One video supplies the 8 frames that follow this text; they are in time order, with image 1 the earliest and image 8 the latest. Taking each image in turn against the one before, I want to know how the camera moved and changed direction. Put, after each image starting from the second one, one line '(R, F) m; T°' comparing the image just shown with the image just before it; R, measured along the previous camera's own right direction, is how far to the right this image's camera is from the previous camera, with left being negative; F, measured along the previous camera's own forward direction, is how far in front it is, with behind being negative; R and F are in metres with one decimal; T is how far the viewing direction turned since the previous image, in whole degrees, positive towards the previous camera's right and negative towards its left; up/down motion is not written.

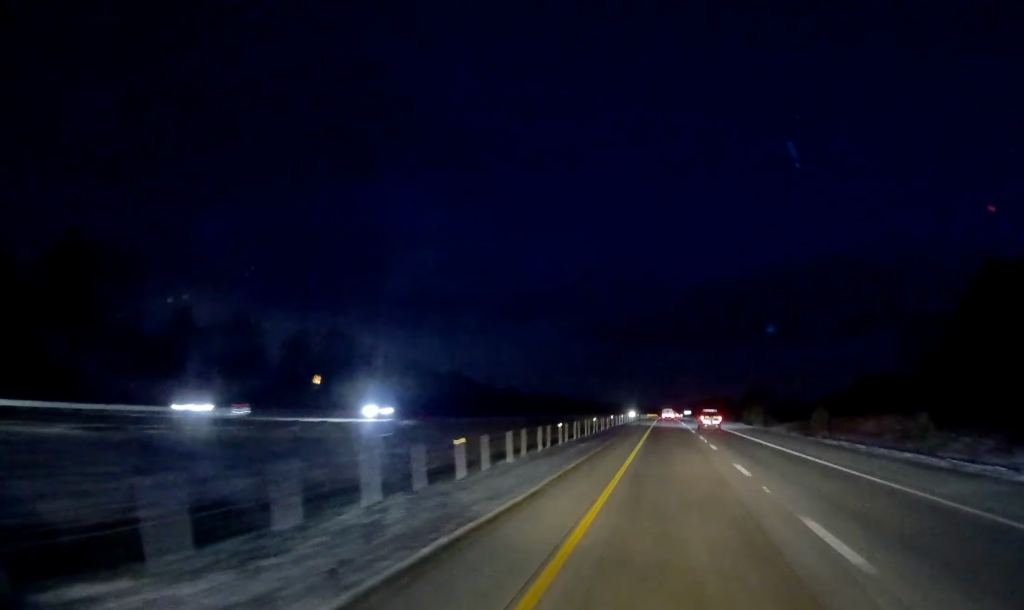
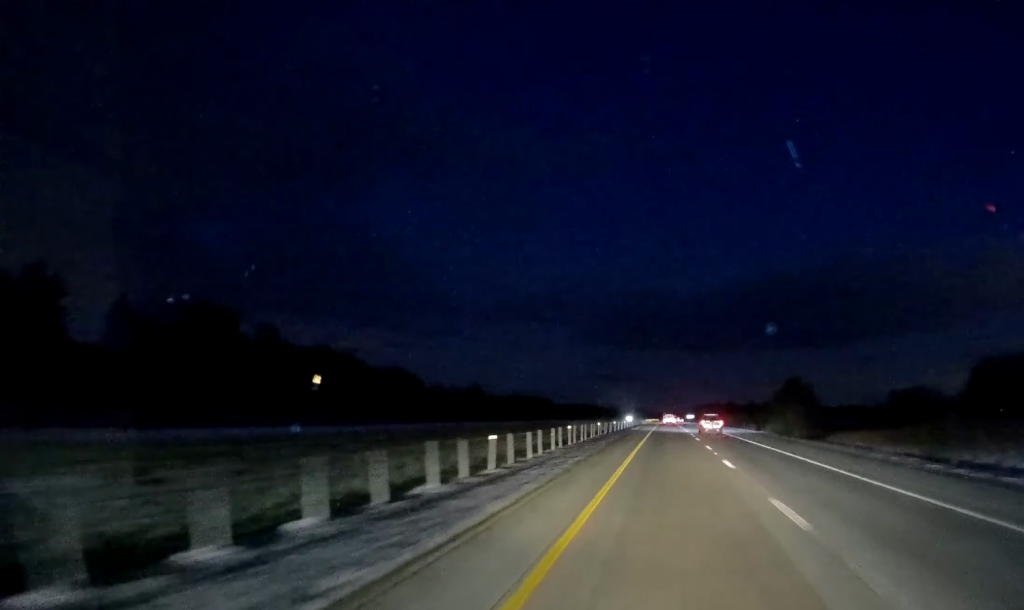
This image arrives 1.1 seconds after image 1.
(0.0, +32.4) m; 0°
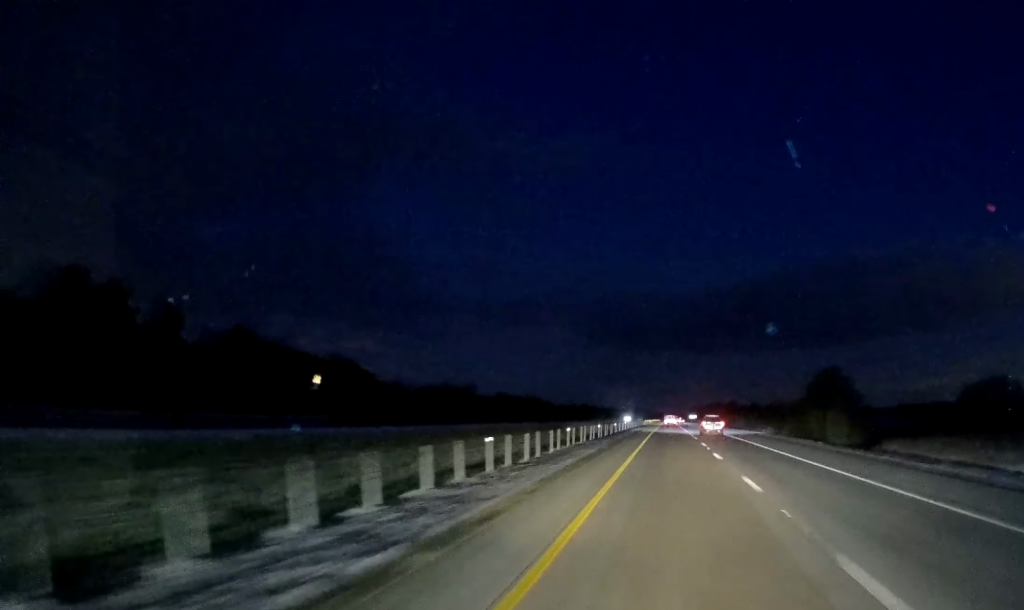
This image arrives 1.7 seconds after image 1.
(0.0, +18.7) m; 0°
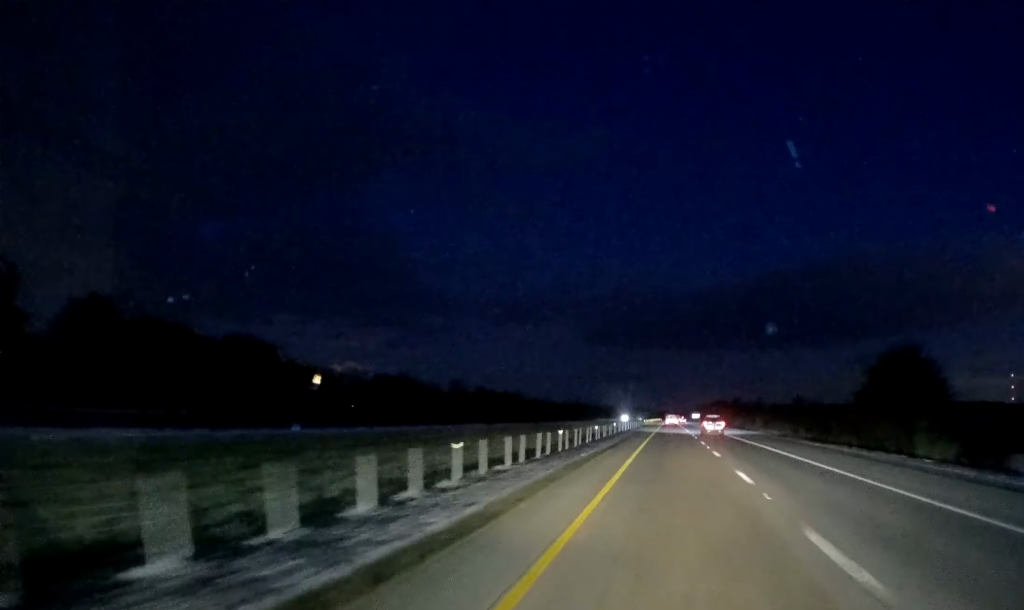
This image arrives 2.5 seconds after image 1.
(0.0, +21.8) m; 0°
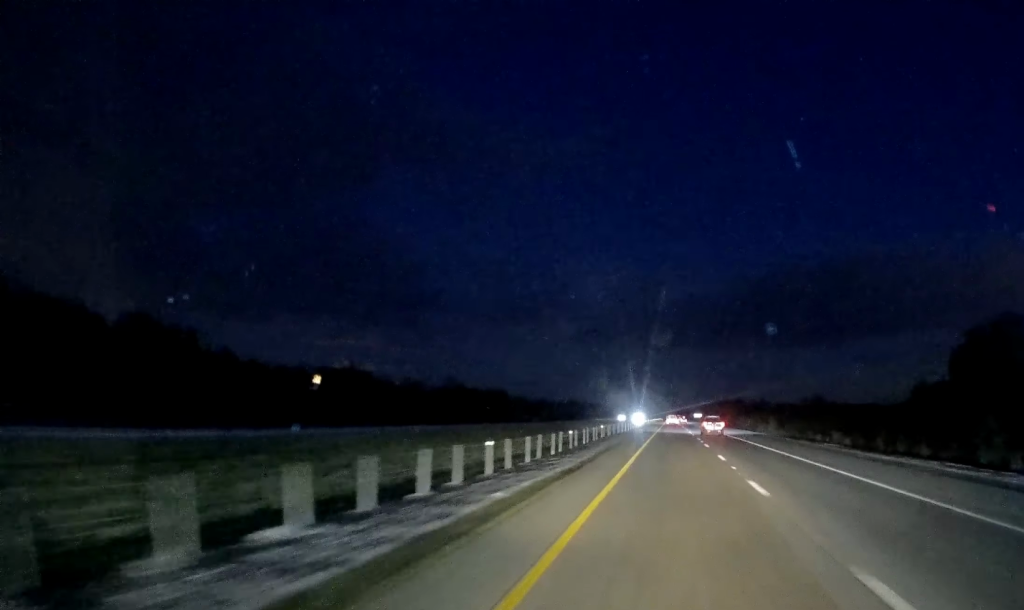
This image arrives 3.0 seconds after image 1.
(0.0, +14.9) m; -1°
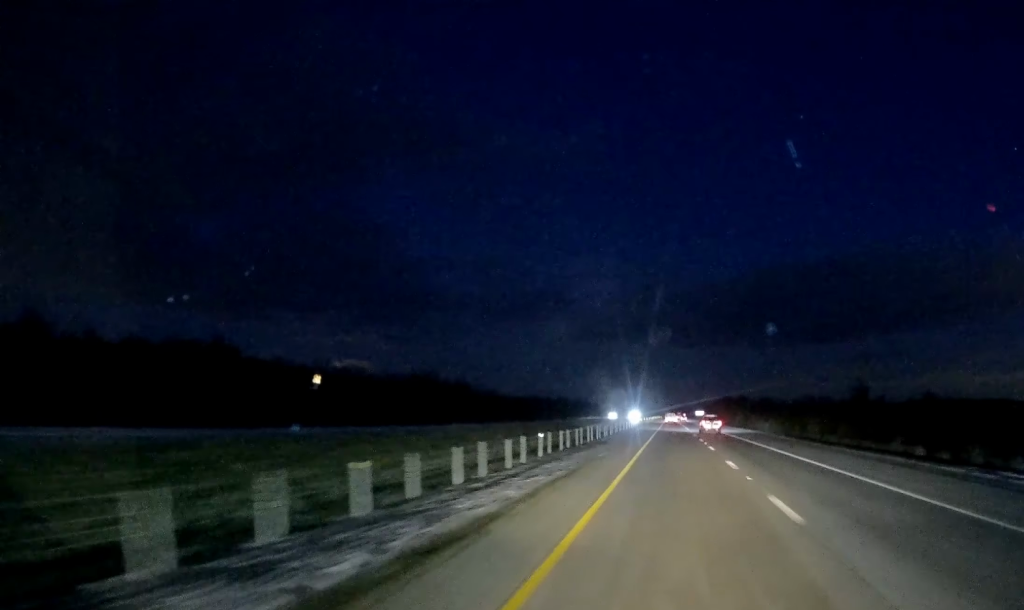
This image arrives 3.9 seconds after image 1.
(-0.2, +27.8) m; -1°
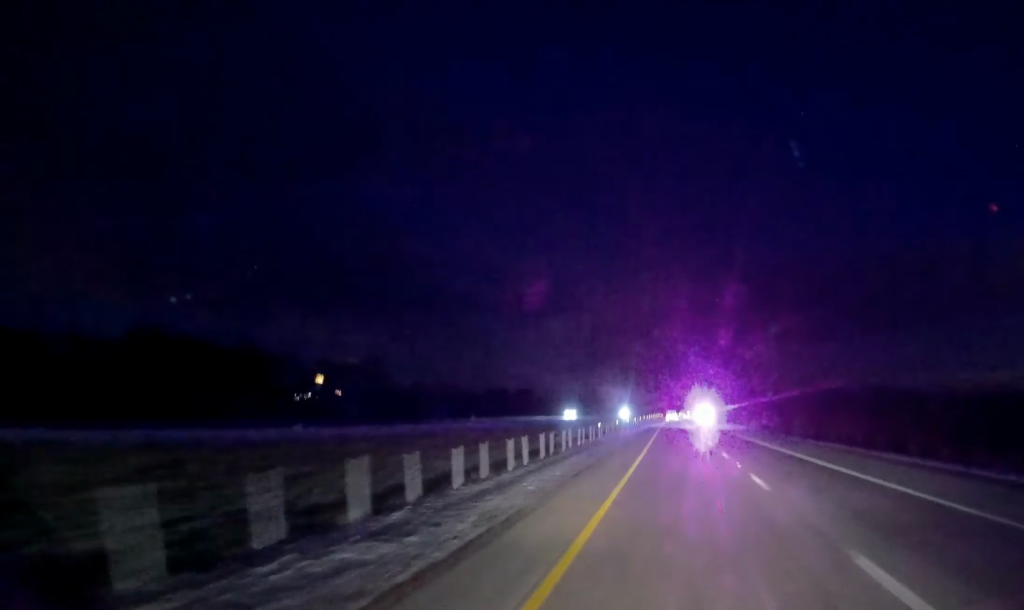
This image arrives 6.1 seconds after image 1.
(+0.6, +67.0) m; 0°
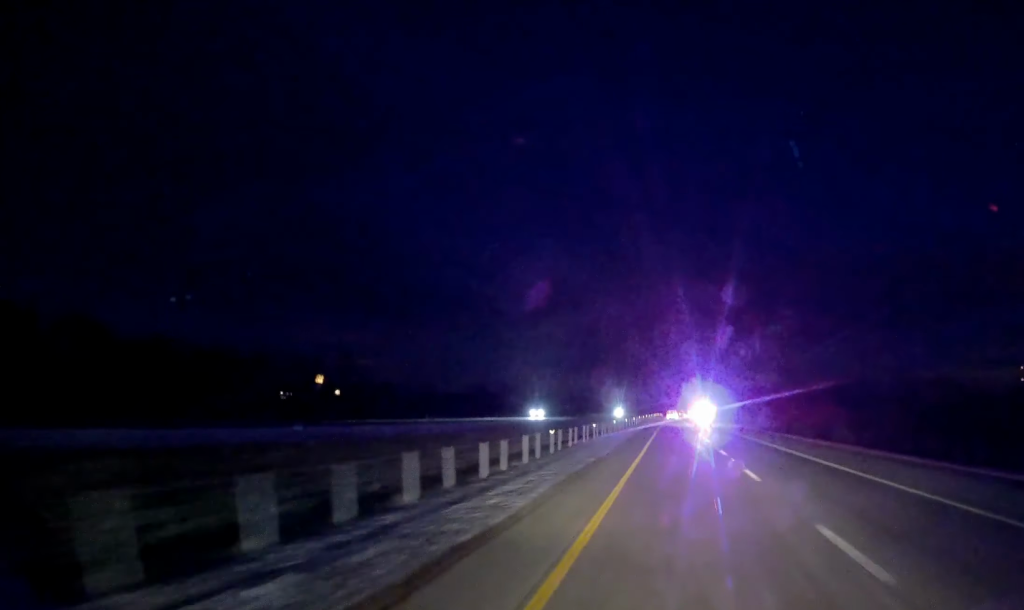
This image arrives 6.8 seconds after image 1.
(-0.1, +21.7) m; 0°
